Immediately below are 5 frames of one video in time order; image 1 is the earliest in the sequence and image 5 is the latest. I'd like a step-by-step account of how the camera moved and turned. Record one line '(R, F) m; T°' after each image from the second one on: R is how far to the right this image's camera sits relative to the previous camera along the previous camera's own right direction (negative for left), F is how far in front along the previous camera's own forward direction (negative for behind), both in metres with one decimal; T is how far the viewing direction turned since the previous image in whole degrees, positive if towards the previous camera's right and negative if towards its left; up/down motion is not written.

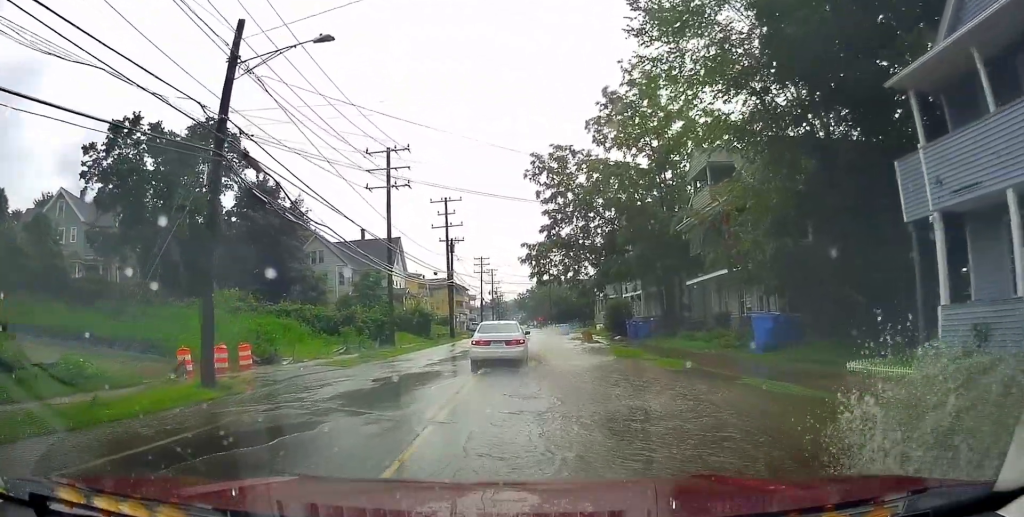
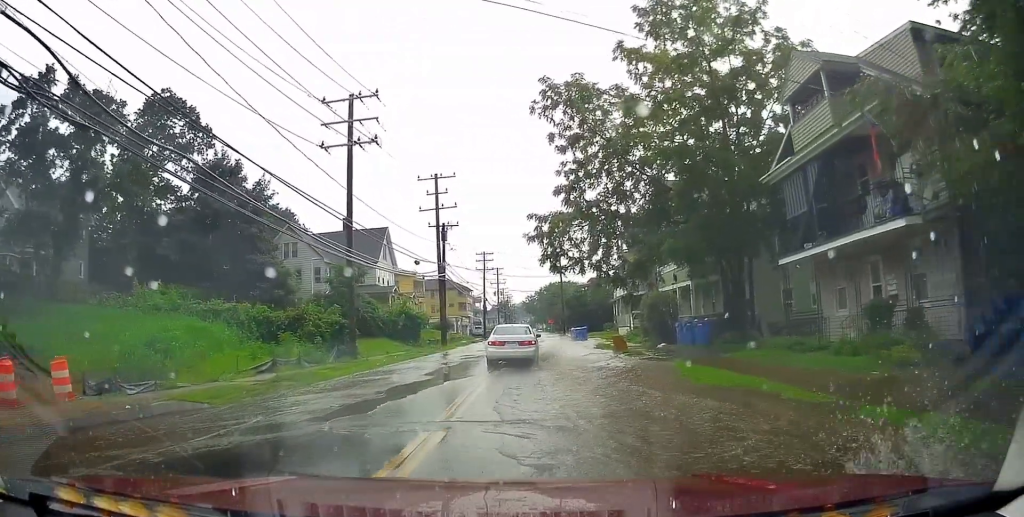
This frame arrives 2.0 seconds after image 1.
(+0.4, +10.8) m; +2°
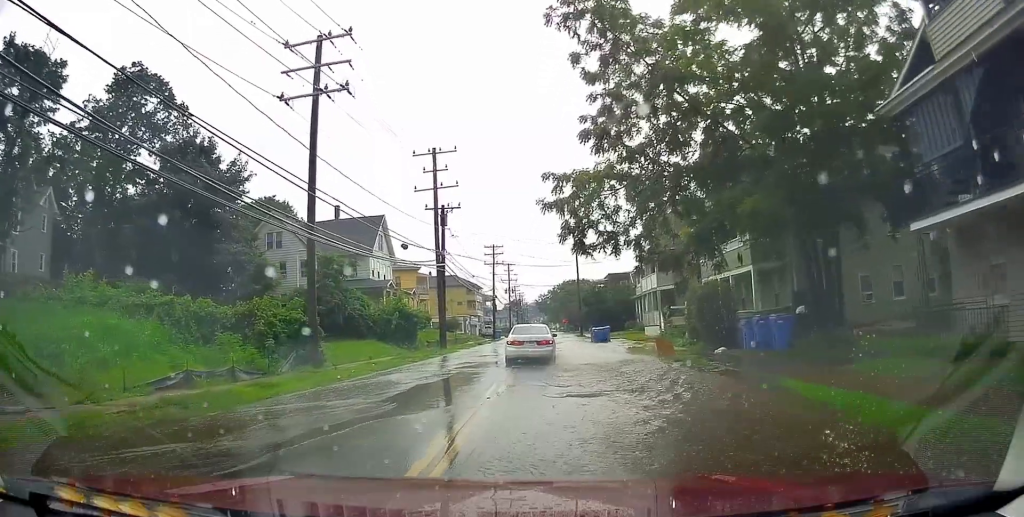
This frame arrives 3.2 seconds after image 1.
(0.0, +6.7) m; 0°
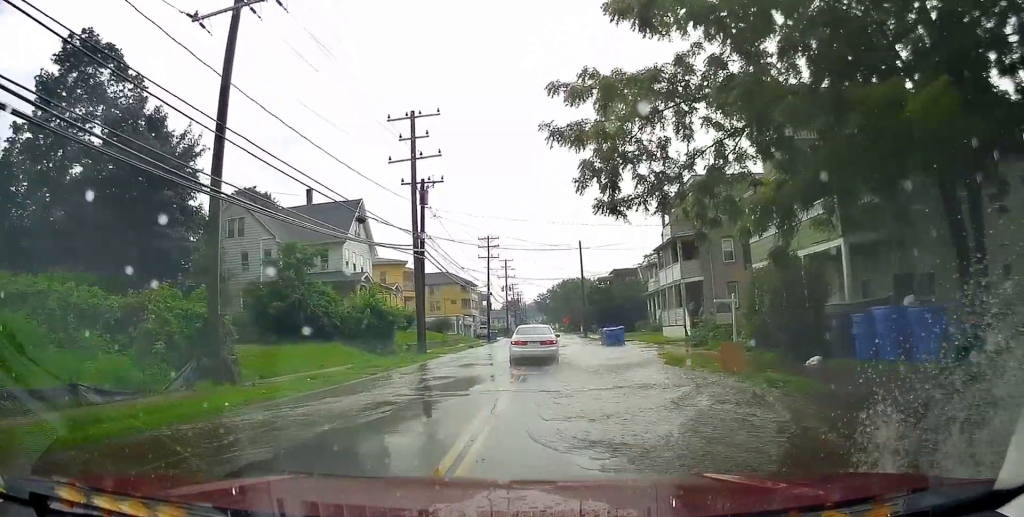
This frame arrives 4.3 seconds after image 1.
(0.0, +6.7) m; 0°
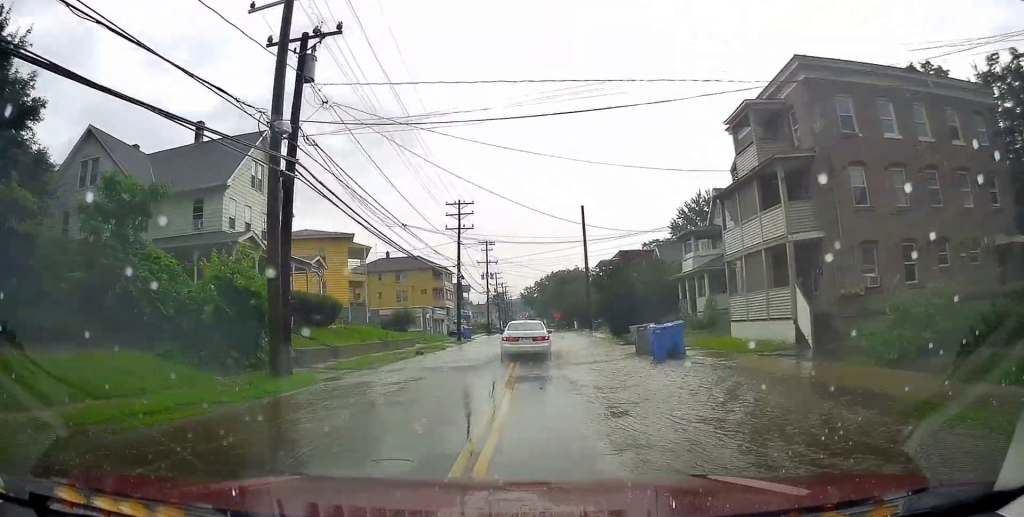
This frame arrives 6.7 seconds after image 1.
(0.0, +16.3) m; 0°
